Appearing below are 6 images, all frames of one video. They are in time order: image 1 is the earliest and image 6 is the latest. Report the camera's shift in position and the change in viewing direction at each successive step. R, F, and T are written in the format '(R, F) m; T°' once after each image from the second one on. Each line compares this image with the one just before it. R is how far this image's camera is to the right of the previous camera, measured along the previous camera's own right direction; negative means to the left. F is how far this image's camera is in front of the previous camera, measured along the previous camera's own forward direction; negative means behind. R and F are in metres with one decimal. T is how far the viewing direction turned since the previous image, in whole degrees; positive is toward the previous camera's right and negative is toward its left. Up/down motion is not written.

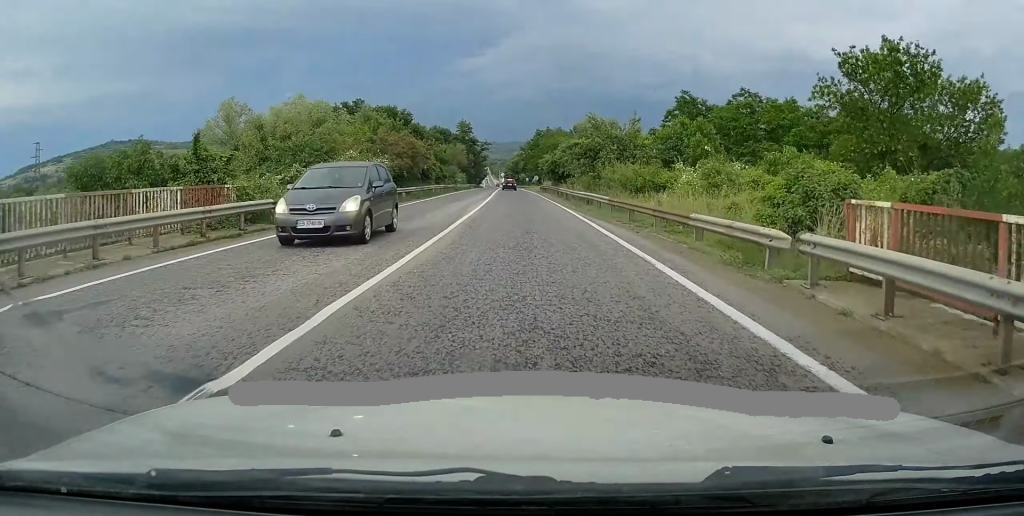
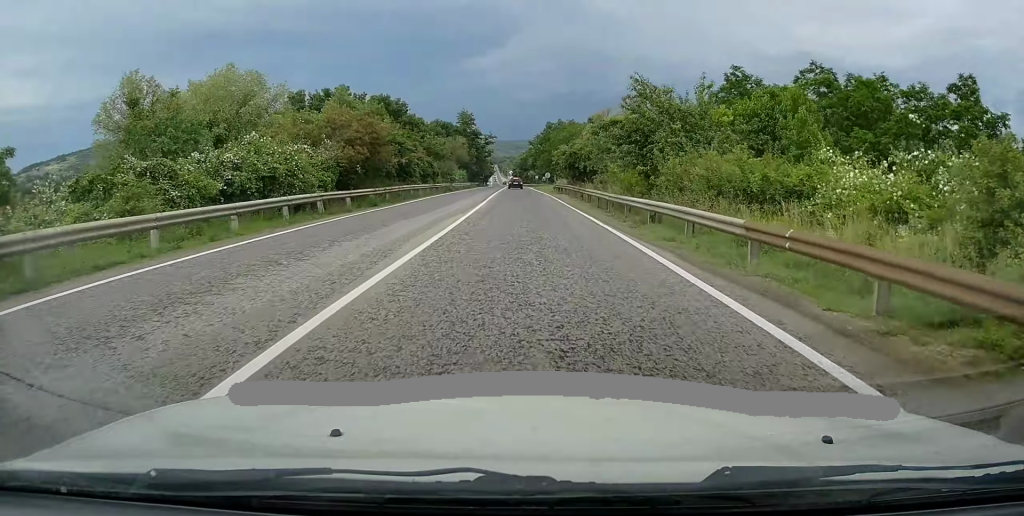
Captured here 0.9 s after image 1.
(-0.1, +14.9) m; -2°
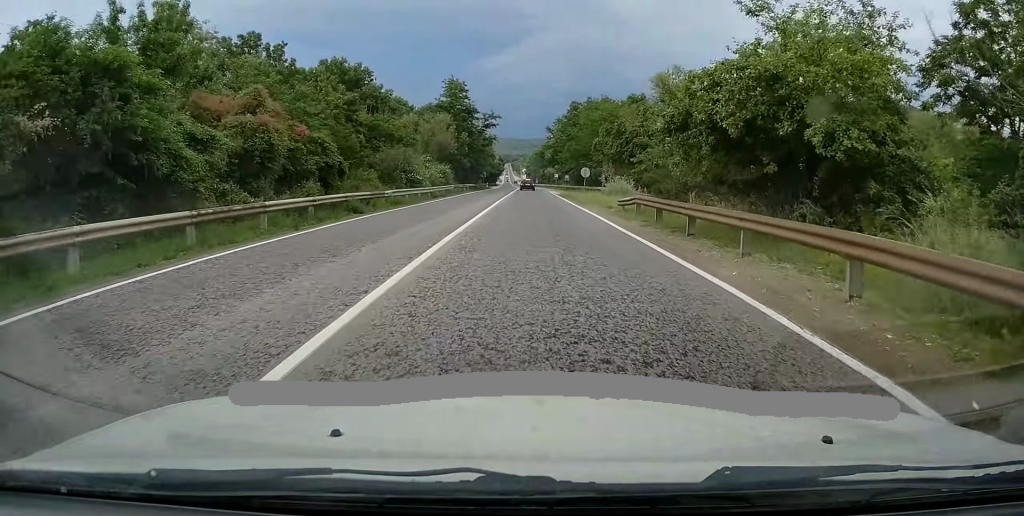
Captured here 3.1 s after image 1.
(-1.3, +37.2) m; -3°
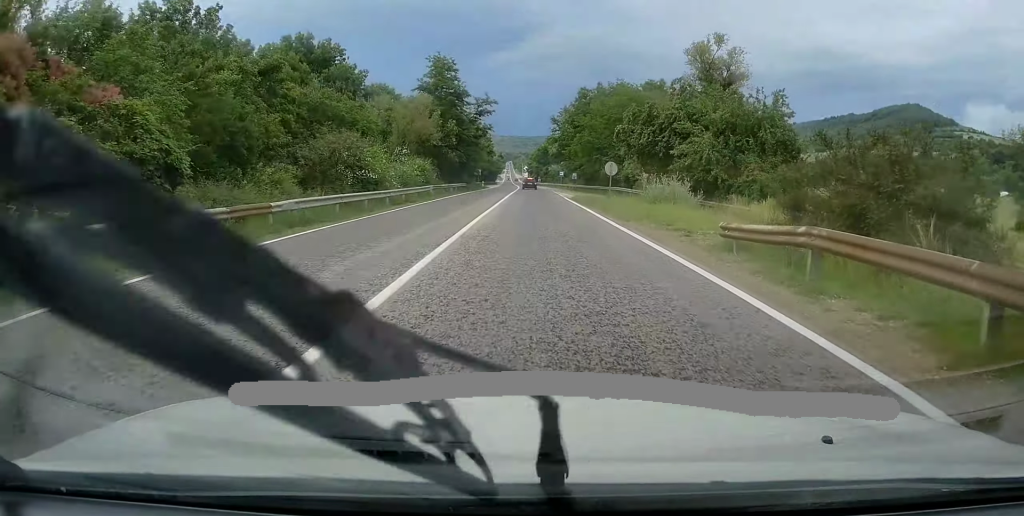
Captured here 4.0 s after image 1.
(0.0, +13.9) m; 0°
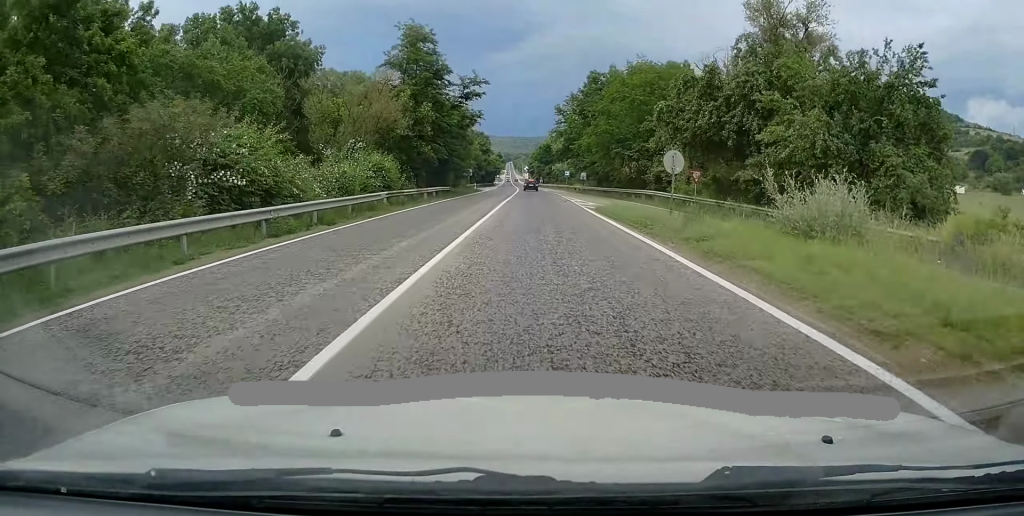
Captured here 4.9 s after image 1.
(-0.1, +14.7) m; +1°
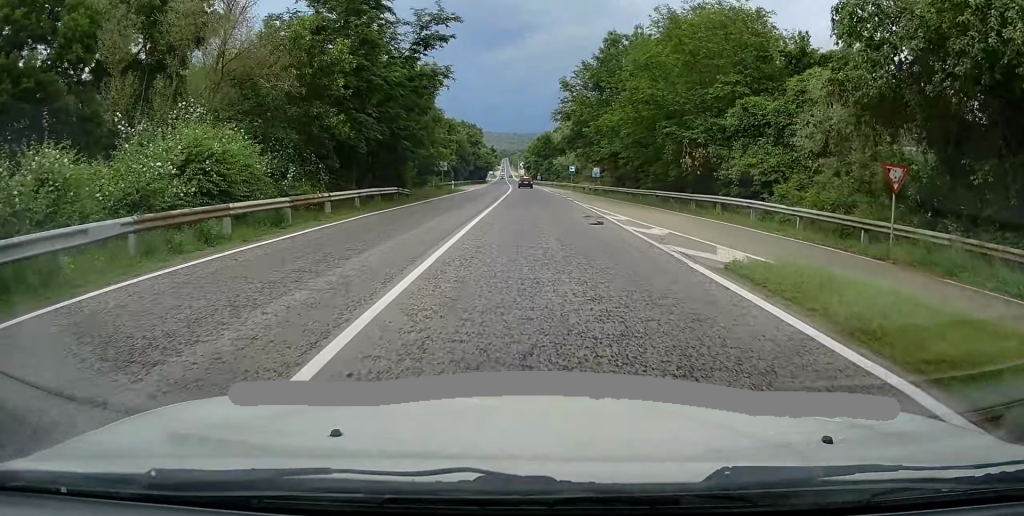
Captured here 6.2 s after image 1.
(+0.3, +19.7) m; +2°
